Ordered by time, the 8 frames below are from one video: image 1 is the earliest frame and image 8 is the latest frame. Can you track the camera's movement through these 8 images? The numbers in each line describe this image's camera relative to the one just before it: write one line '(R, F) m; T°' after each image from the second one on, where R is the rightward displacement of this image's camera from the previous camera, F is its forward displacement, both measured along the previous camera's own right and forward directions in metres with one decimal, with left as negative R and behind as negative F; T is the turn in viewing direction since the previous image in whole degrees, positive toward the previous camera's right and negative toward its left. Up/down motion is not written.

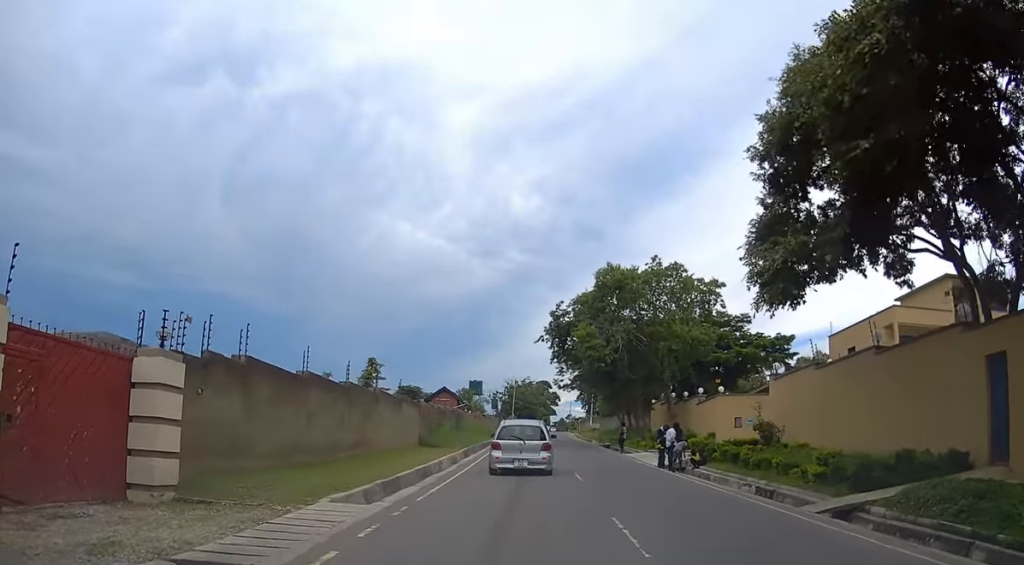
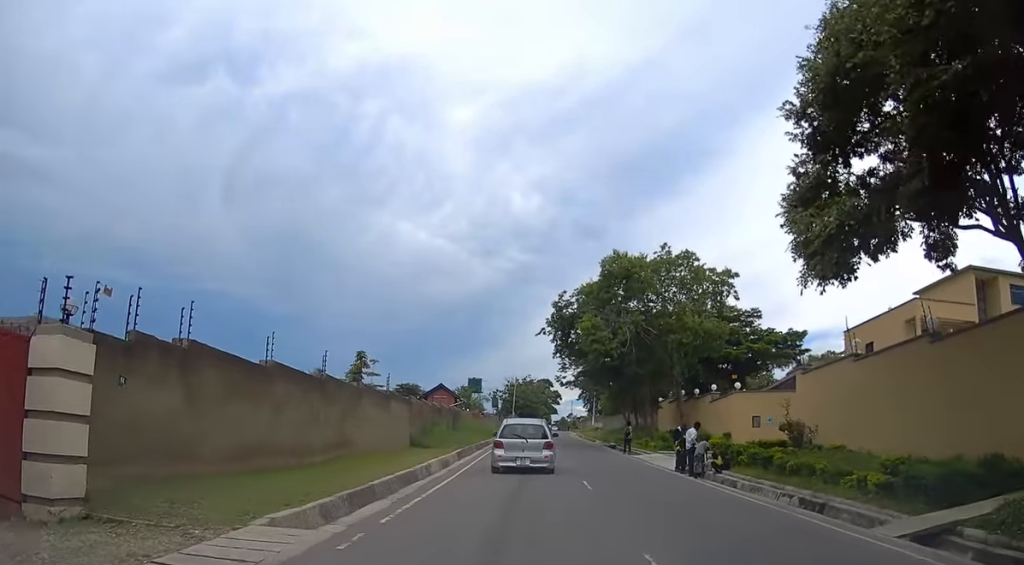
(0.0, +2.8) m; 0°
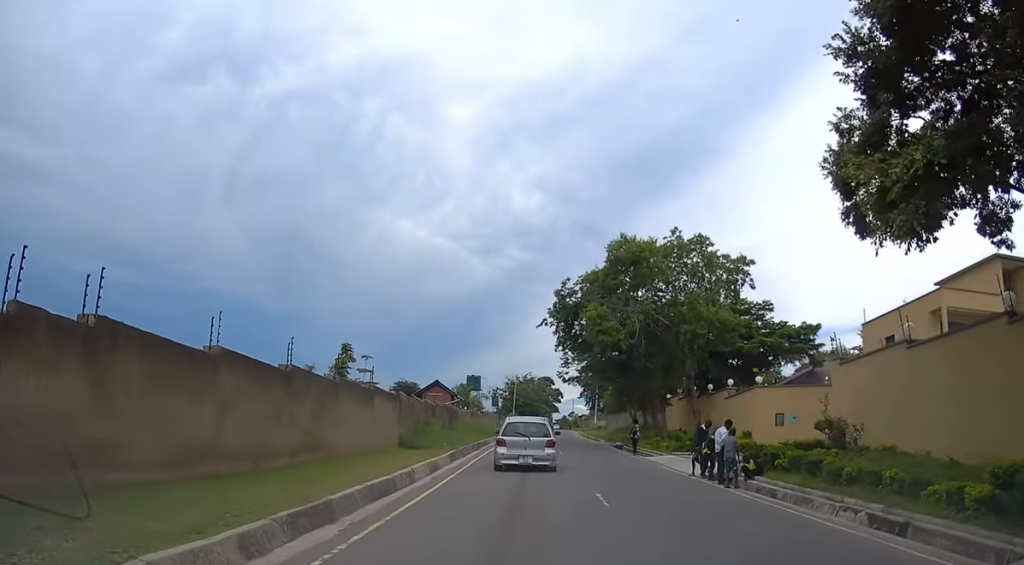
(0.0, +3.2) m; 0°
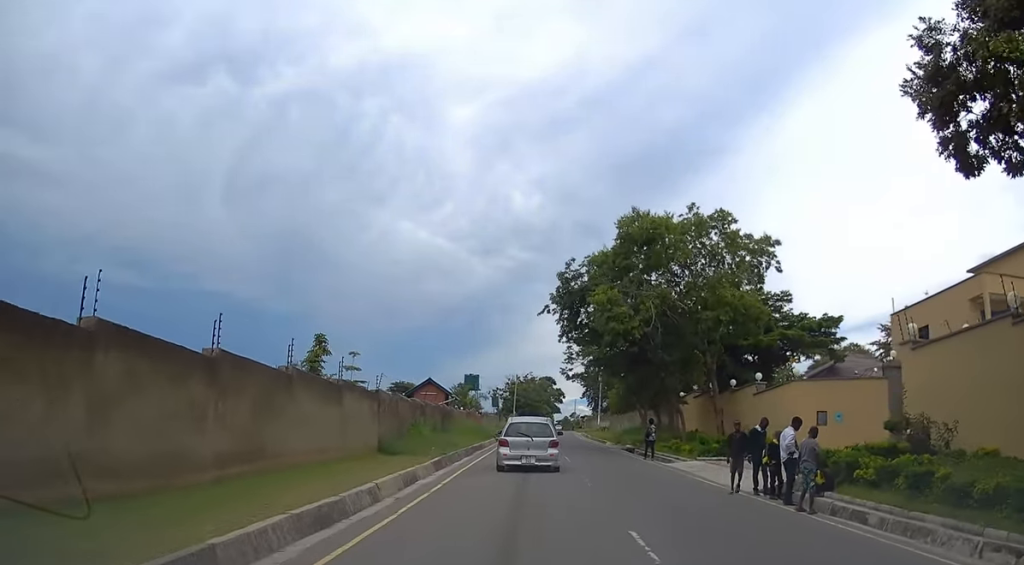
(0.0, +4.5) m; 0°
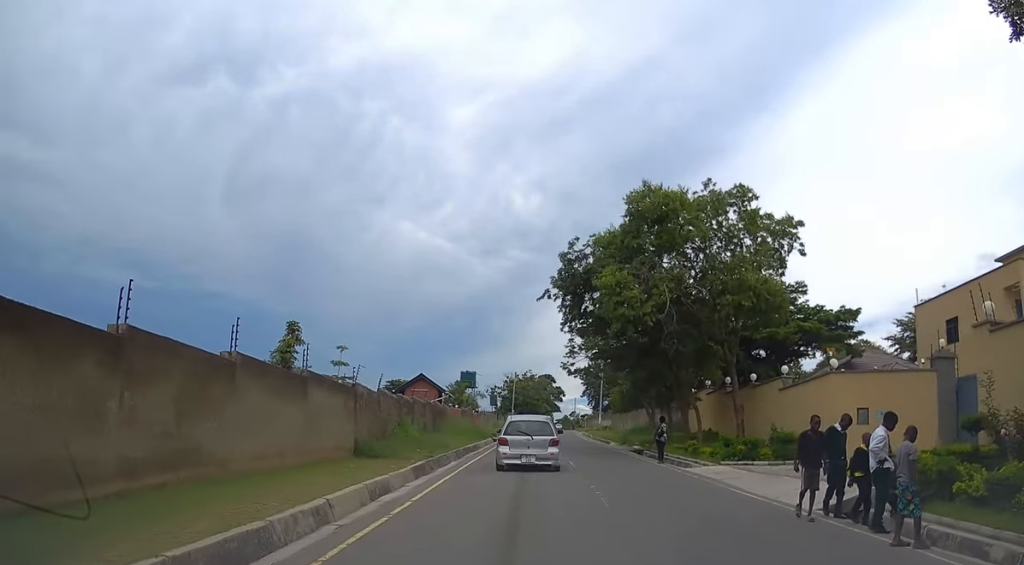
(0.0, +3.4) m; 0°
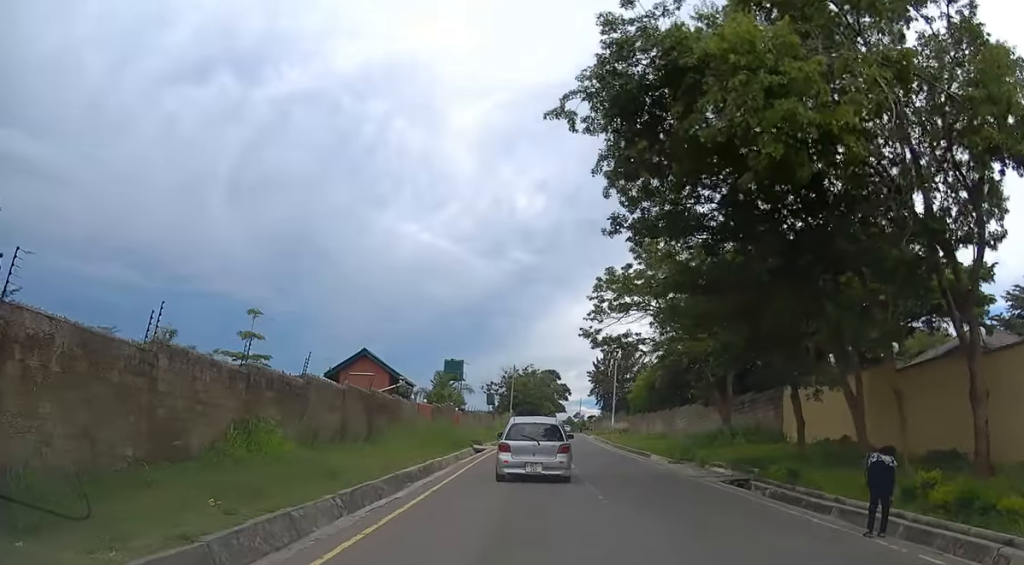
(-0.1, +17.3) m; 0°
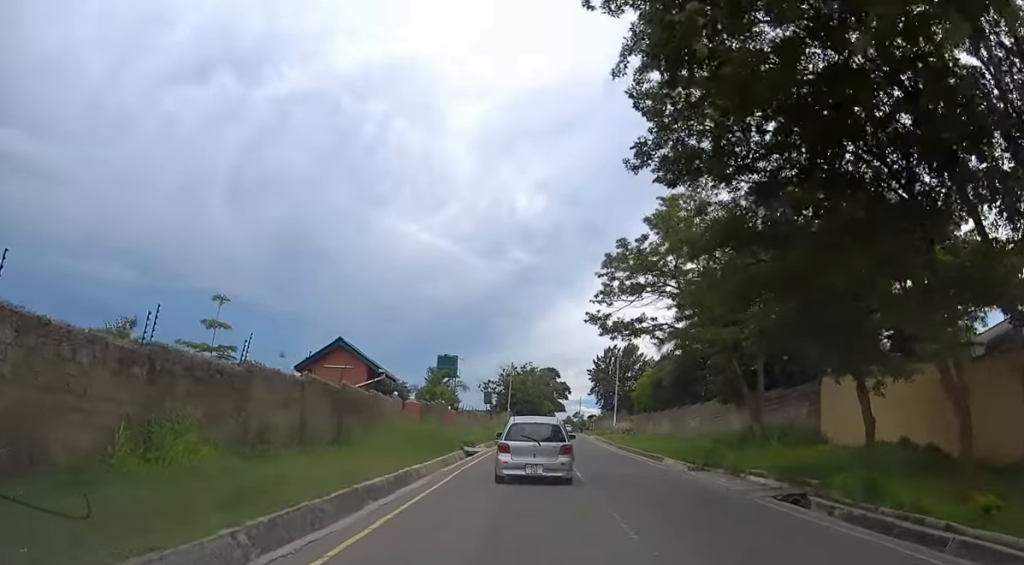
(+0.1, +4.1) m; +1°
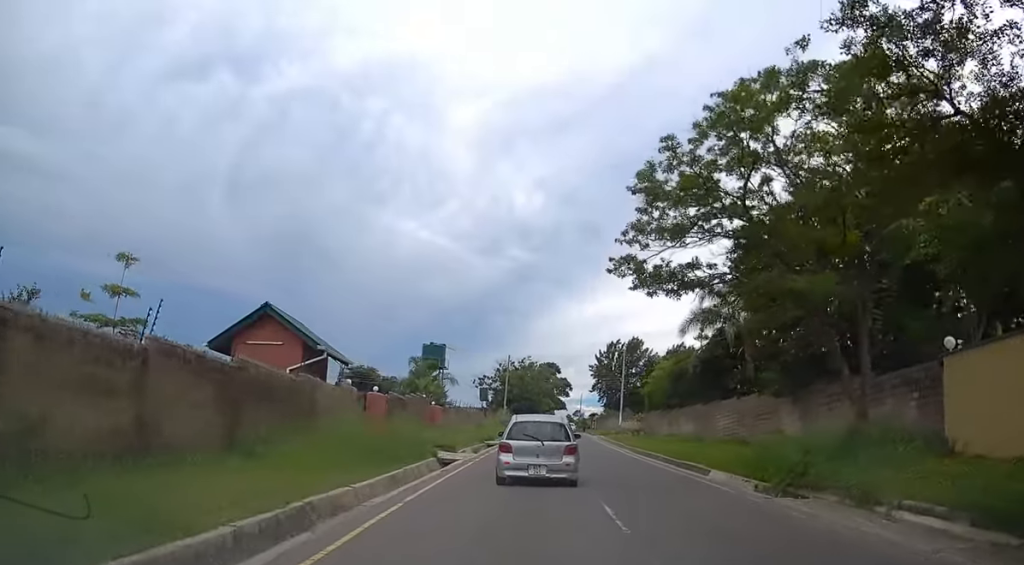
(+0.1, +8.3) m; 0°
